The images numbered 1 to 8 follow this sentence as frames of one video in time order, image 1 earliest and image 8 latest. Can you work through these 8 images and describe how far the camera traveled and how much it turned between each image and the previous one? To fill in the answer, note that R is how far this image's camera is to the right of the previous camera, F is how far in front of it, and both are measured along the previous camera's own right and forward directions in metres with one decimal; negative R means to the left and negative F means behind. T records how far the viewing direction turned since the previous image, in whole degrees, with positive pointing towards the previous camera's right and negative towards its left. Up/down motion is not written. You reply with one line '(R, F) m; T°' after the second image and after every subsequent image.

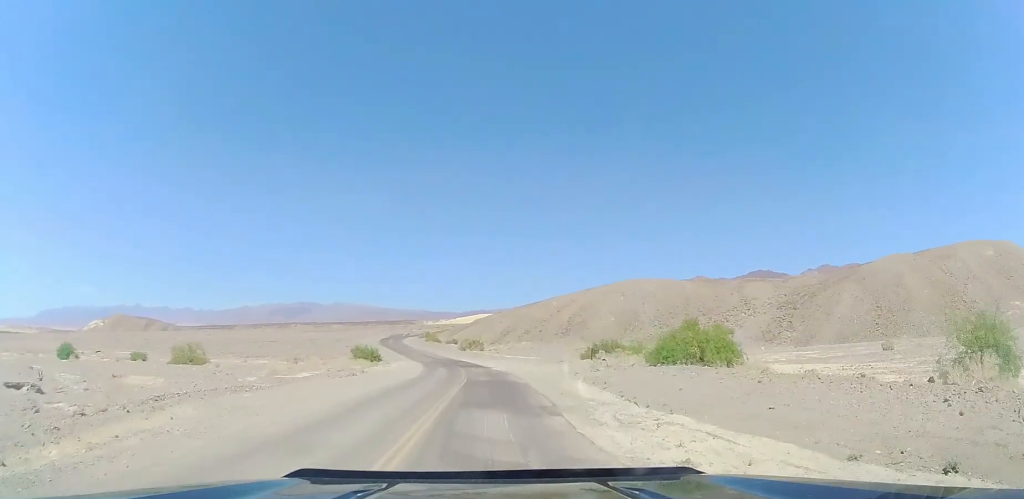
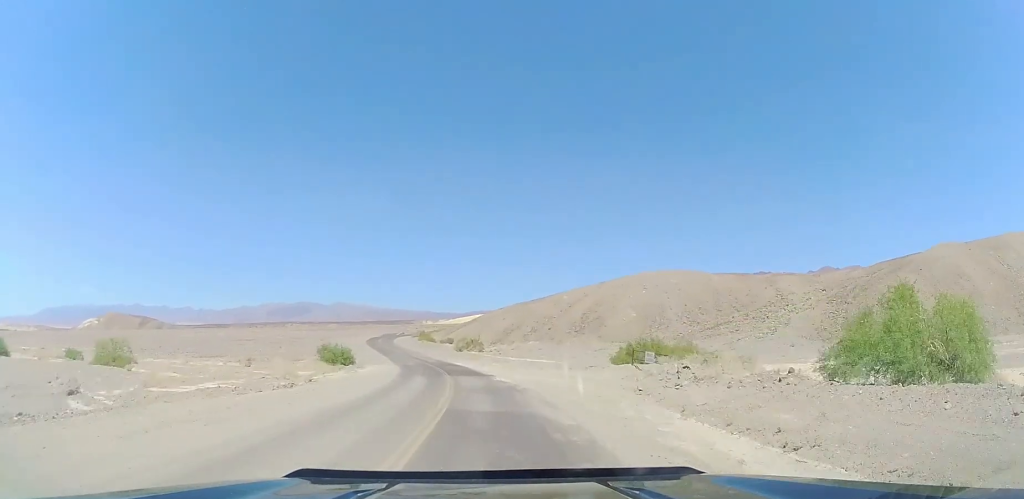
(+0.2, +15.0) m; -2°
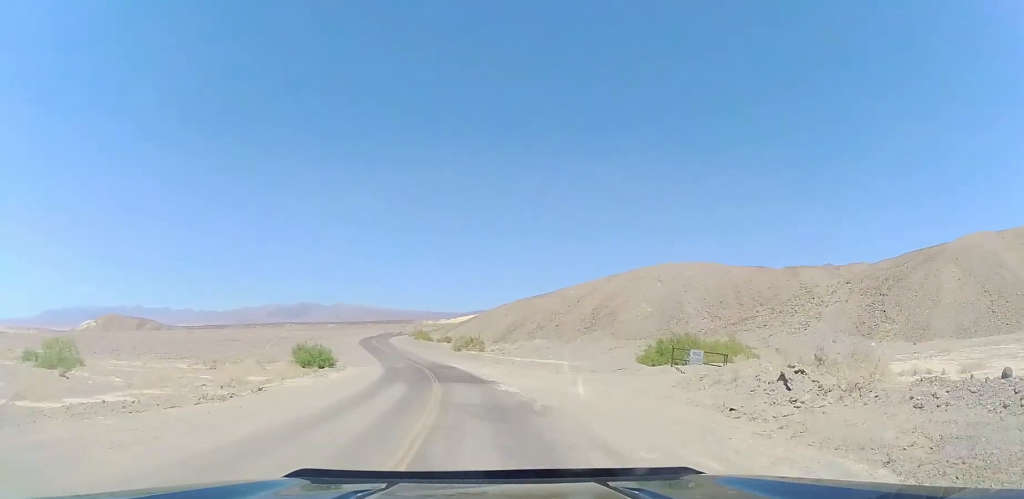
(-0.1, +8.1) m; -2°
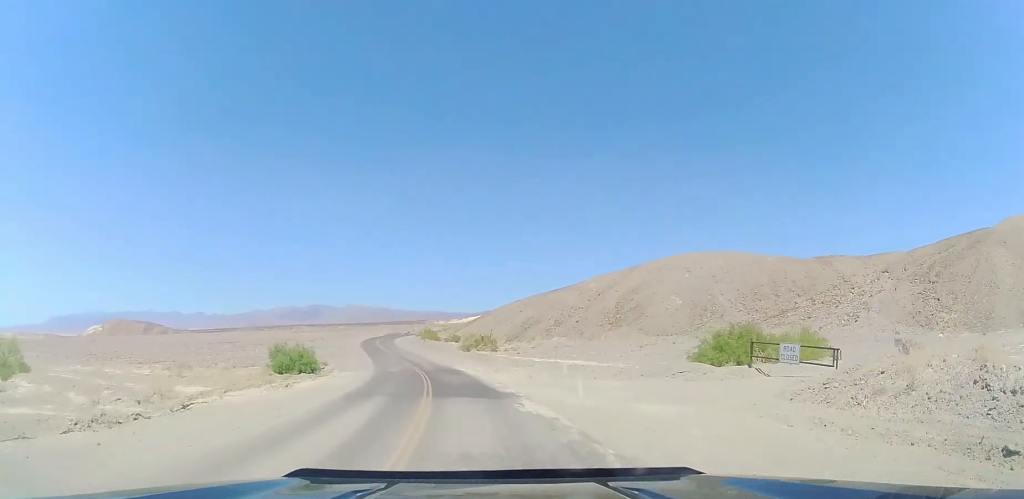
(-0.4, +8.2) m; -2°
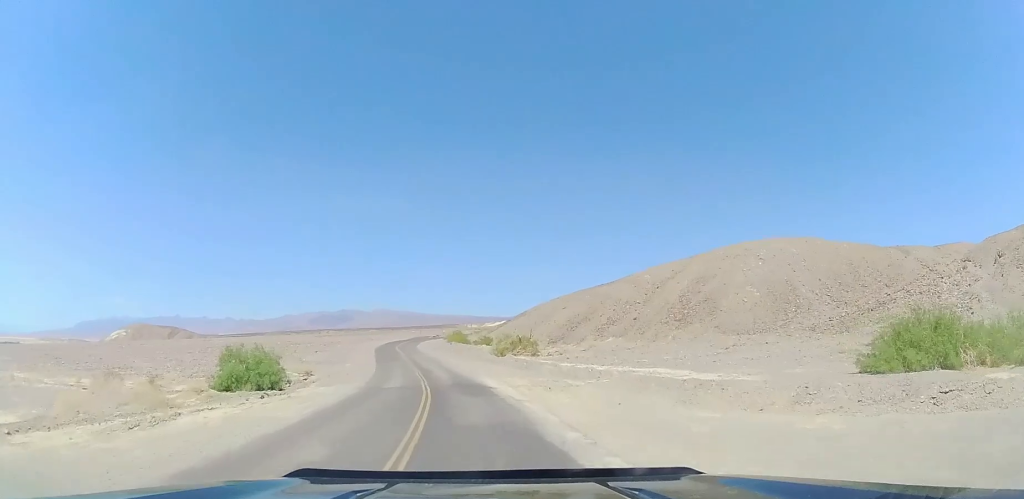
(-0.2, +13.2) m; -1°
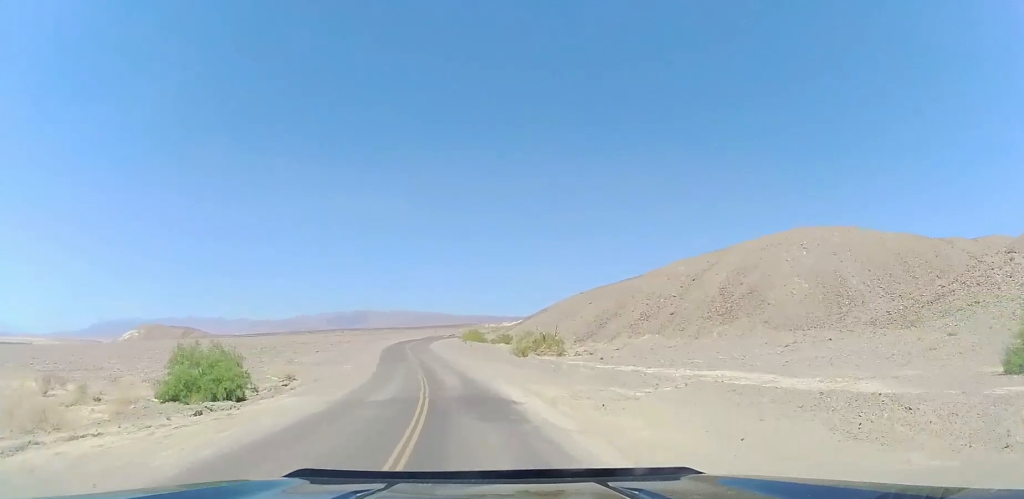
(0.0, +6.7) m; 0°
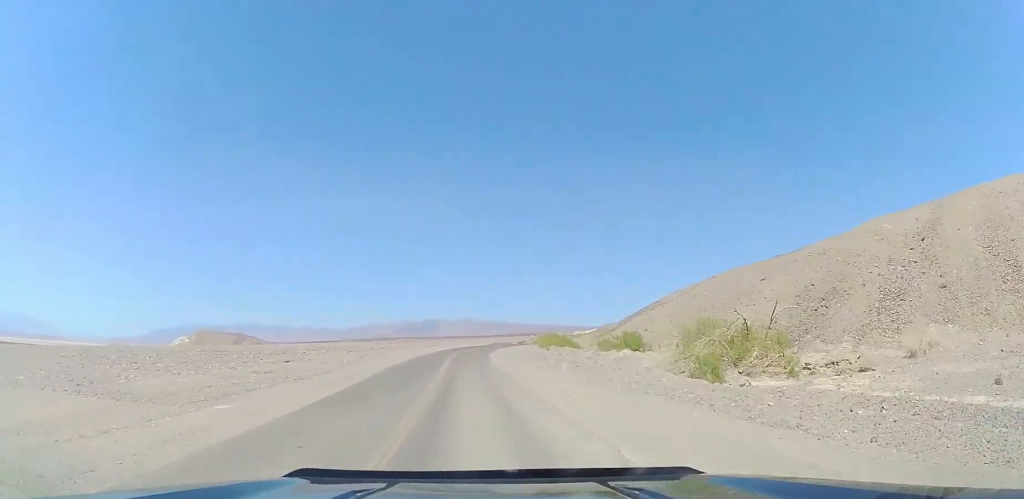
(0.0, +28.7) m; 0°
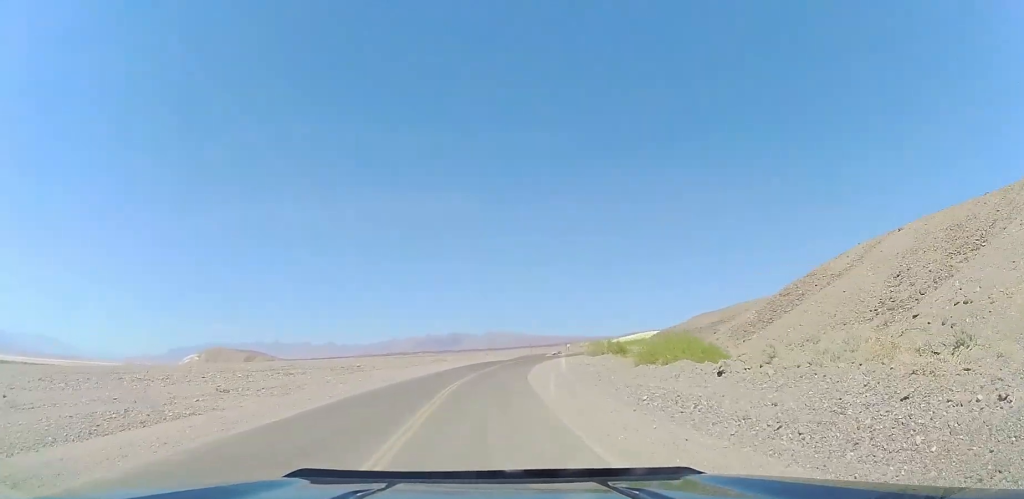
(-0.9, +29.2) m; -7°
